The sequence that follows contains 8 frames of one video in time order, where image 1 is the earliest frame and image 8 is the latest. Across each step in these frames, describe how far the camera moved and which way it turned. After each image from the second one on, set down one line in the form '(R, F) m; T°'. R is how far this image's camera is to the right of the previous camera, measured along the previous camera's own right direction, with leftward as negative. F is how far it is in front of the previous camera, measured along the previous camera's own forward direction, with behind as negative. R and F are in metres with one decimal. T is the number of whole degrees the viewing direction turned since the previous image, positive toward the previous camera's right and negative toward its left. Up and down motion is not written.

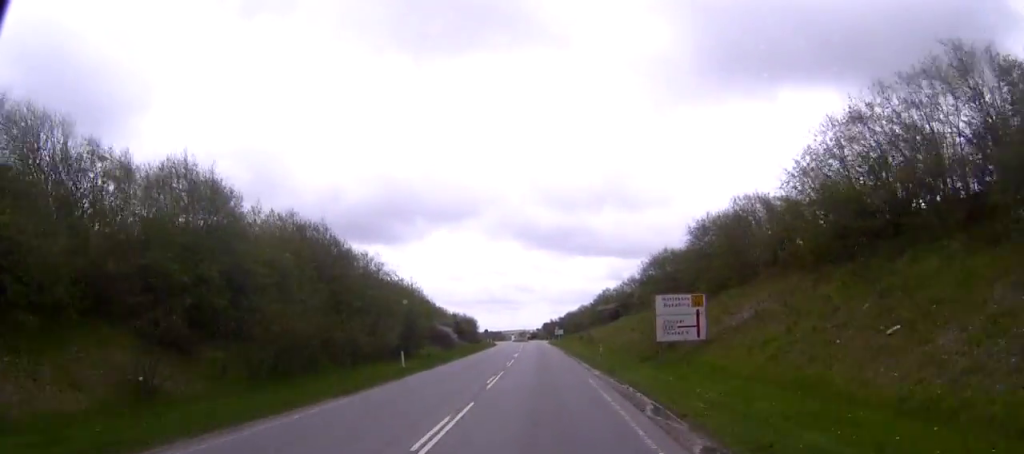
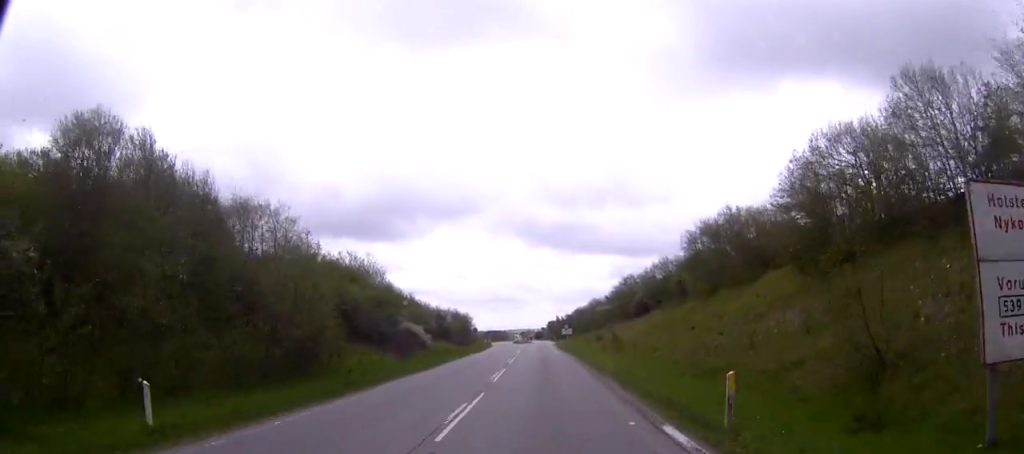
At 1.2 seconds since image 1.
(-0.1, +26.4) m; 0°
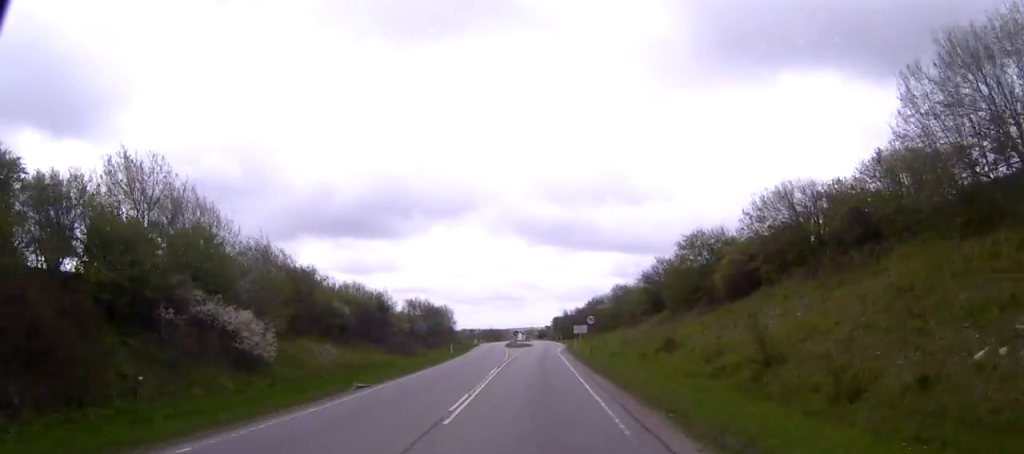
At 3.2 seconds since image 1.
(-0.1, +42.2) m; -1°
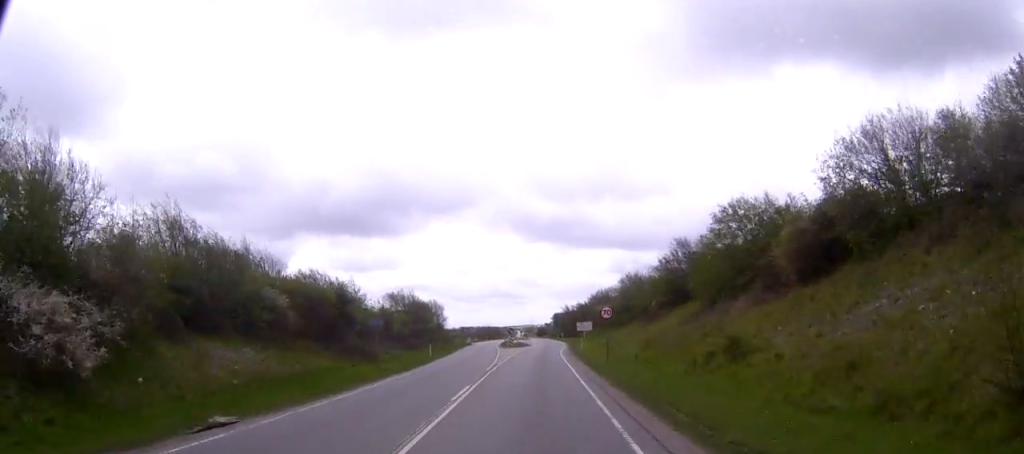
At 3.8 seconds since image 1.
(-0.1, +12.9) m; 0°
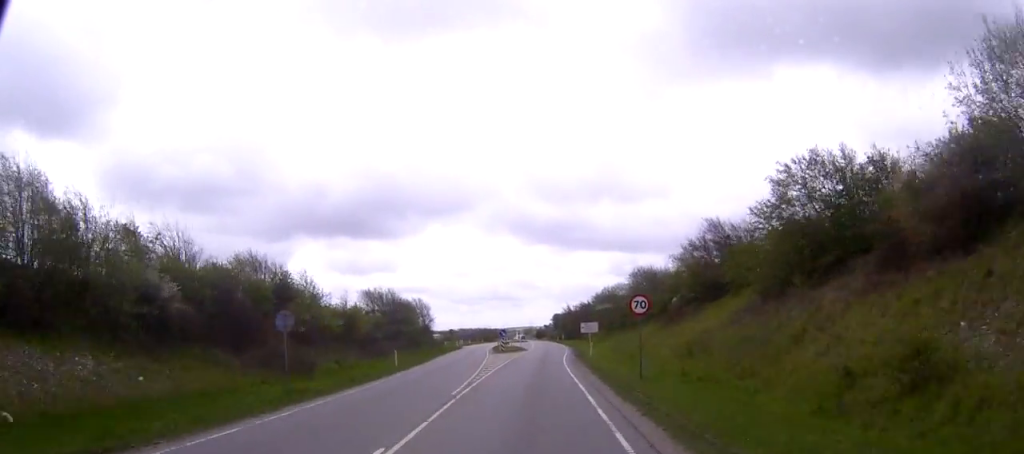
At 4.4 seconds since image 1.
(-0.1, +12.9) m; 0°
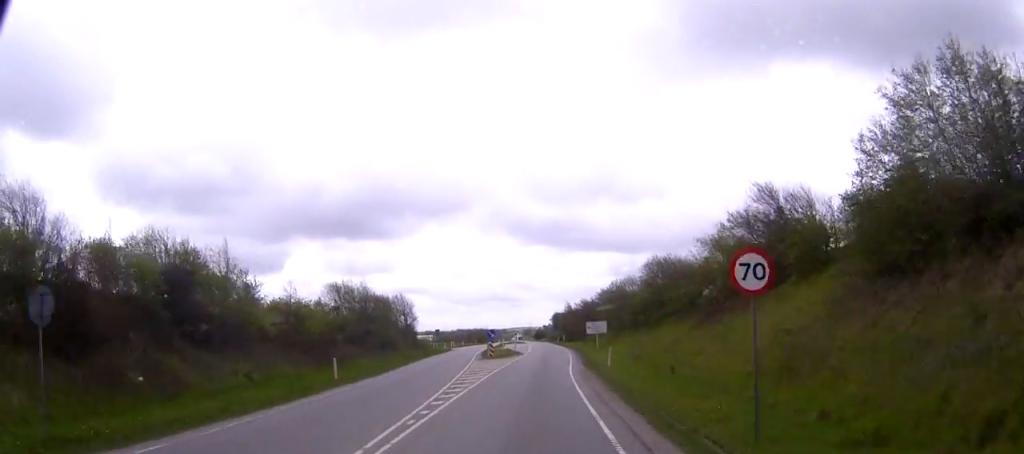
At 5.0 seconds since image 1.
(+0.1, +12.9) m; +1°
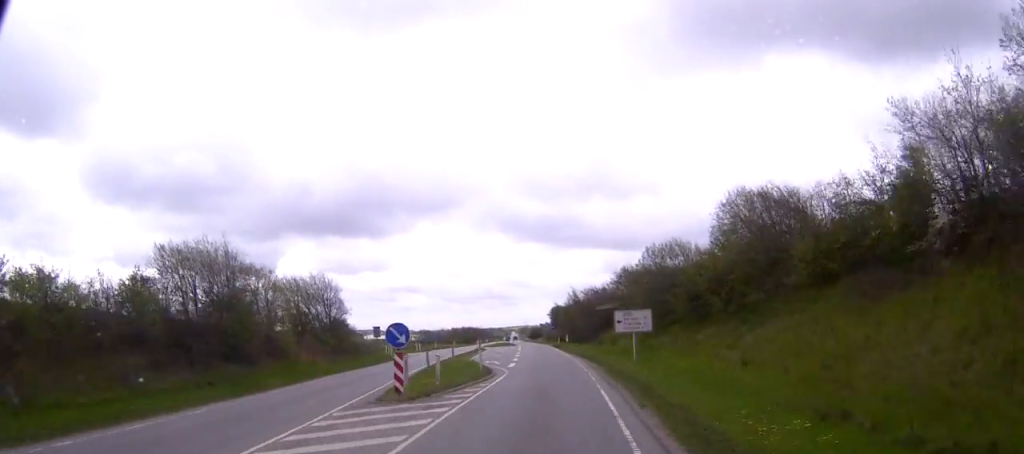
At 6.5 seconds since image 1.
(+0.3, +32.1) m; +1°
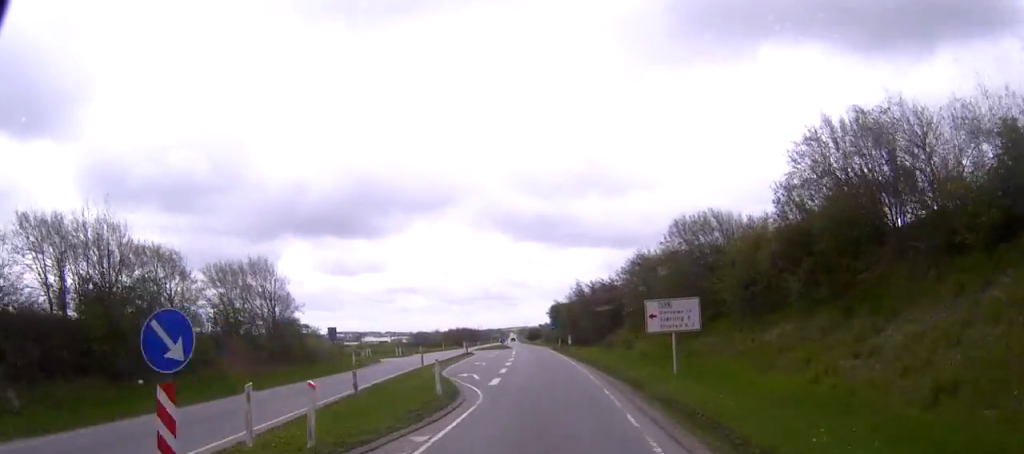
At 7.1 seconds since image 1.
(+0.1, +12.8) m; 0°
